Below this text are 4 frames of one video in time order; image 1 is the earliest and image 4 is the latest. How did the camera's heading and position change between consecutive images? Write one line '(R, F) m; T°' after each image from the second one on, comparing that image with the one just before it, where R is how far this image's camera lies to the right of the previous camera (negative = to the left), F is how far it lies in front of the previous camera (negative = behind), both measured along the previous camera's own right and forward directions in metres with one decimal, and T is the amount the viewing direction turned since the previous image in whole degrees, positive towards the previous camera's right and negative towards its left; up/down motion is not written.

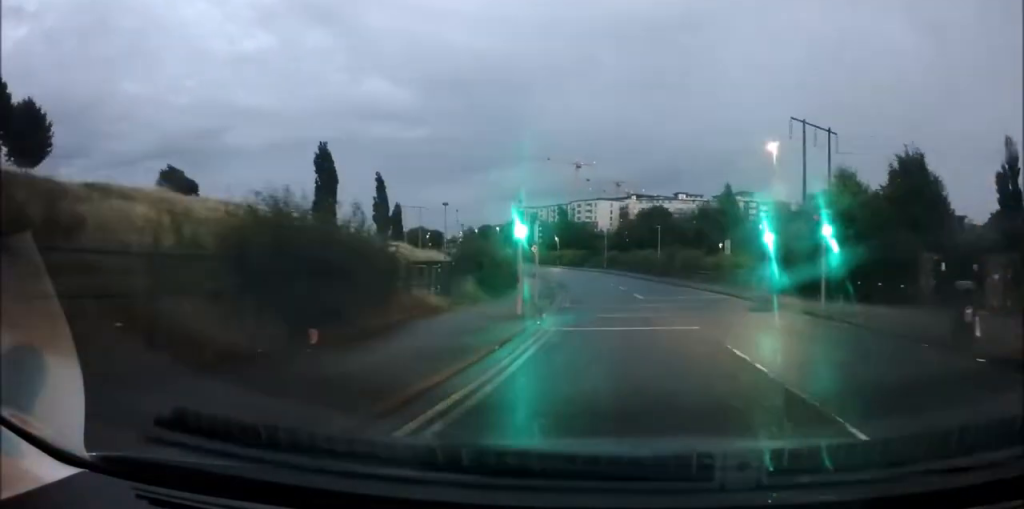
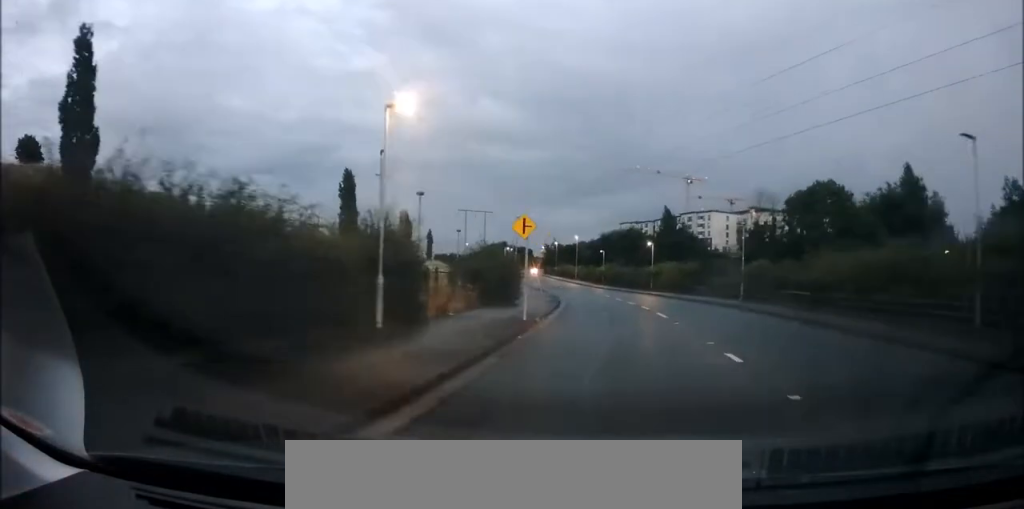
(-4.1, +44.6) m; -12°
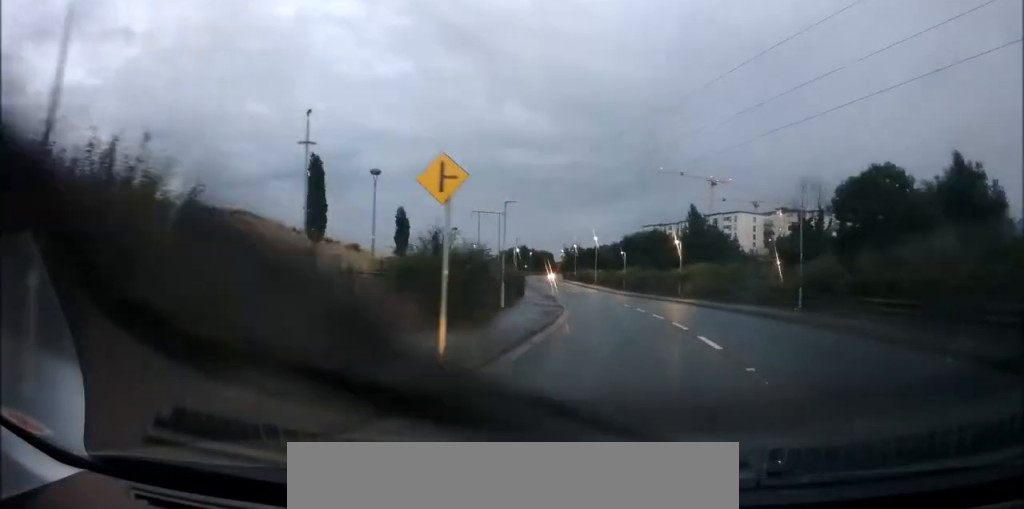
(-0.3, +9.0) m; -2°
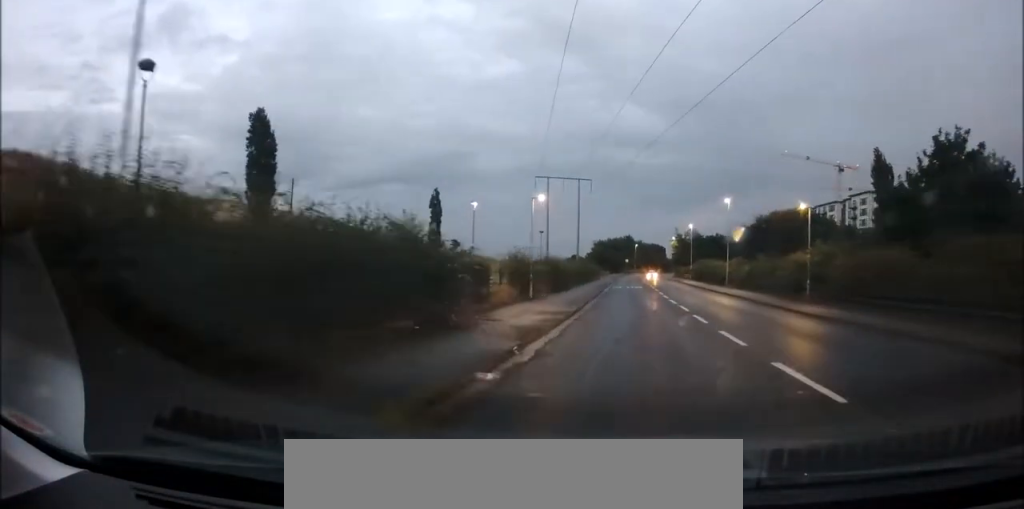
(-5.3, +46.0) m; -11°
